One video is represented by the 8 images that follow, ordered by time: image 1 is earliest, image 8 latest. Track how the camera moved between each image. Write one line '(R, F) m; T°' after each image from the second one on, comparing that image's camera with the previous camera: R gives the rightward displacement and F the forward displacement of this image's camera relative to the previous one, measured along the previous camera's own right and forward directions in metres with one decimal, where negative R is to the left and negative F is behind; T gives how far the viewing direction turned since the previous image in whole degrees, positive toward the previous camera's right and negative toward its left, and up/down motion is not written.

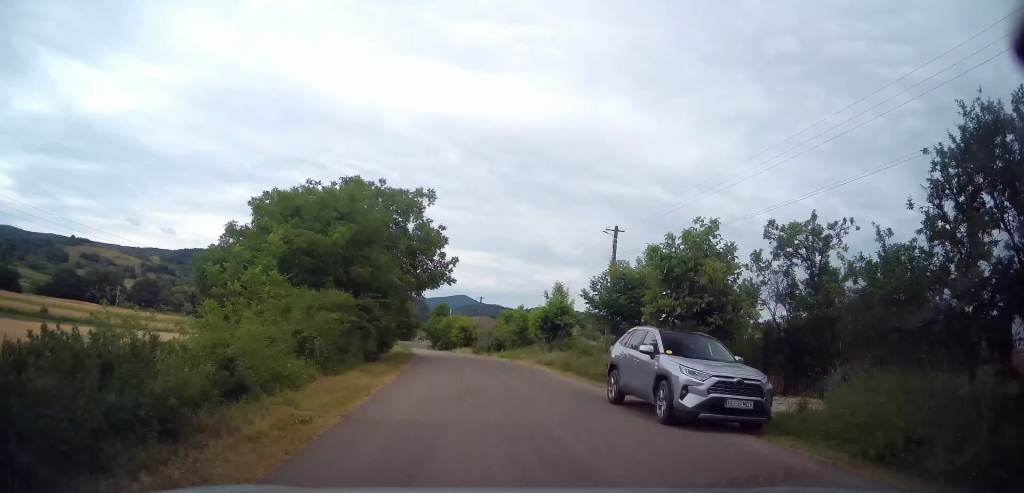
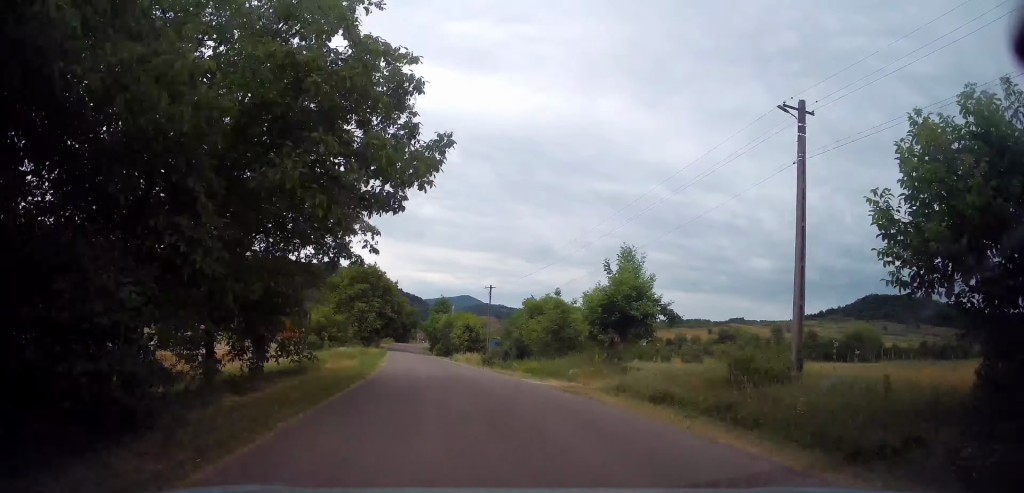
(+0.5, +17.8) m; 0°
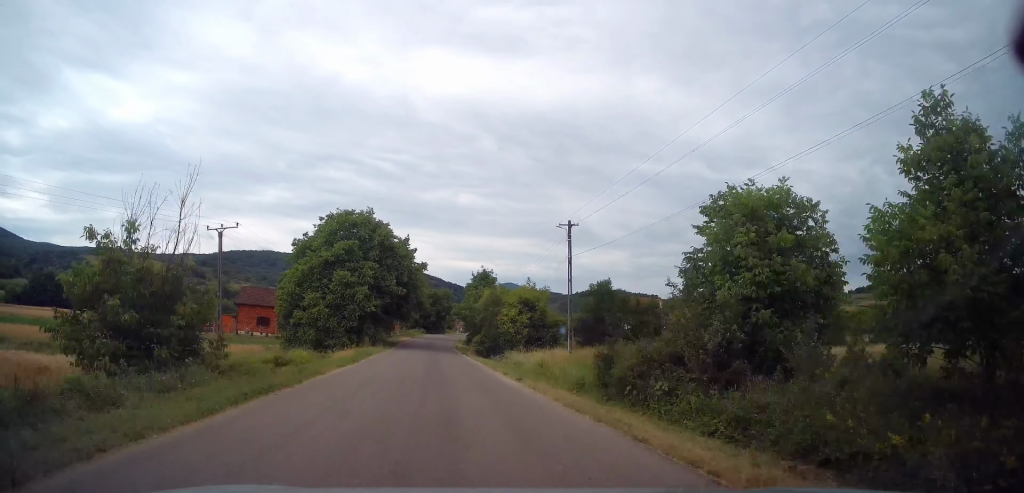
(-1.5, +27.1) m; -6°
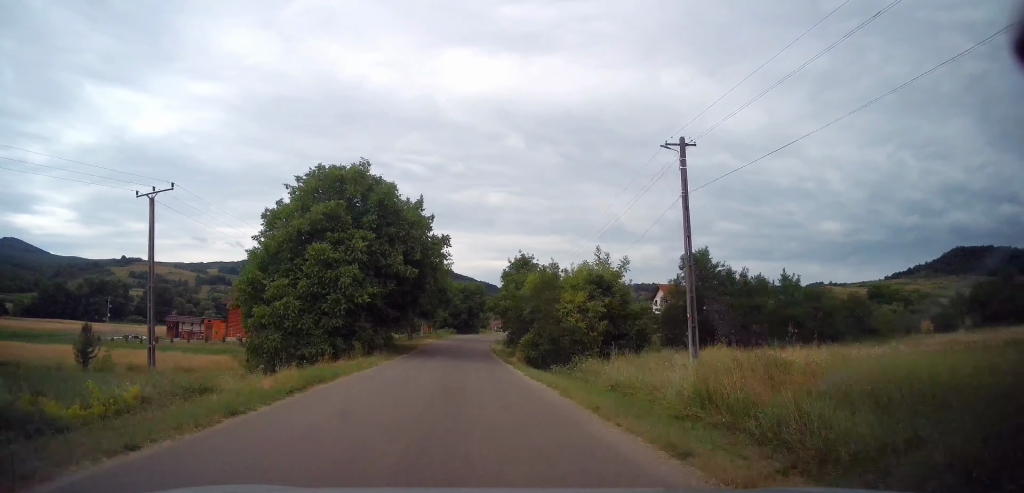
(-0.1, +12.7) m; -2°
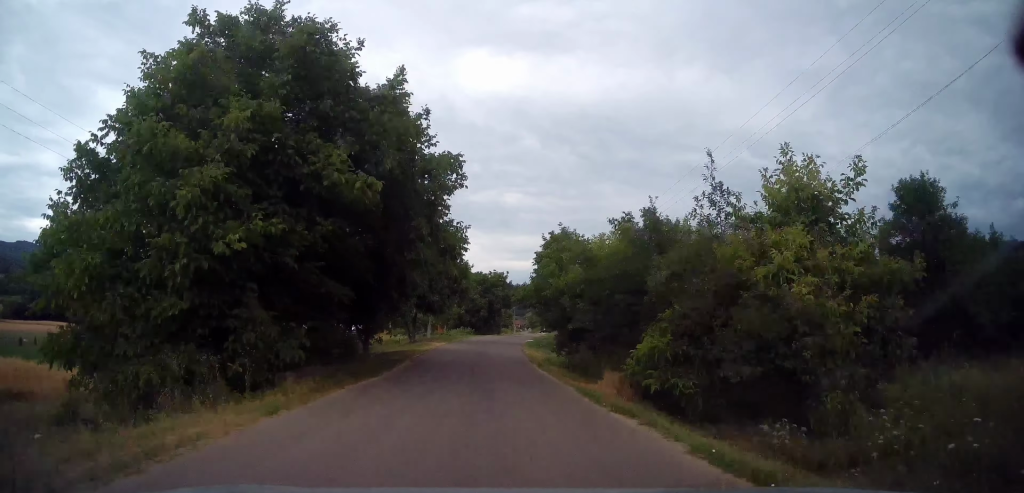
(-0.5, +14.4) m; -3°
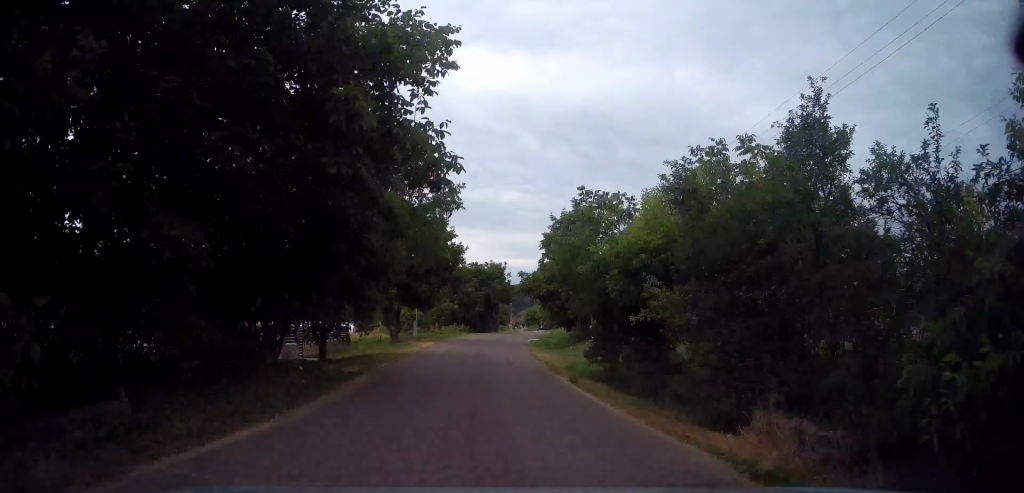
(-0.1, +6.5) m; 0°
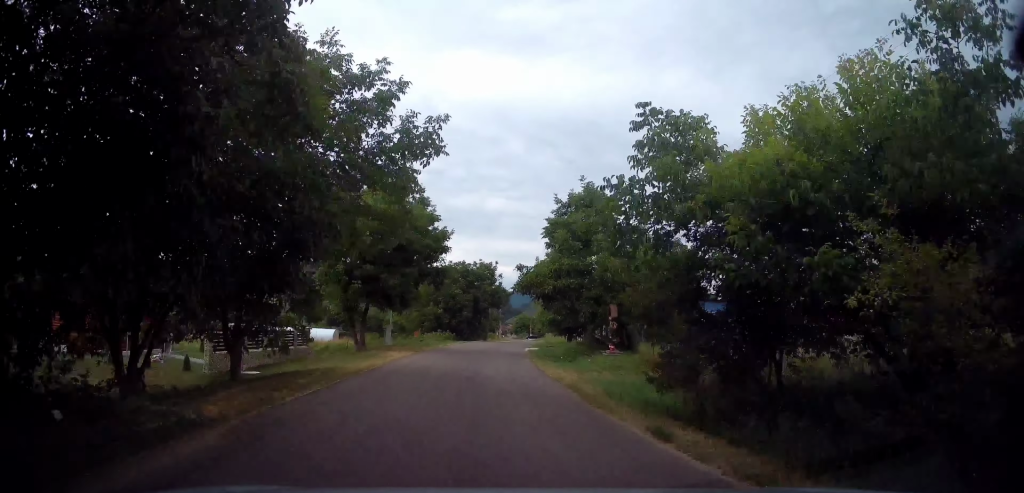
(-0.1, +6.1) m; +1°
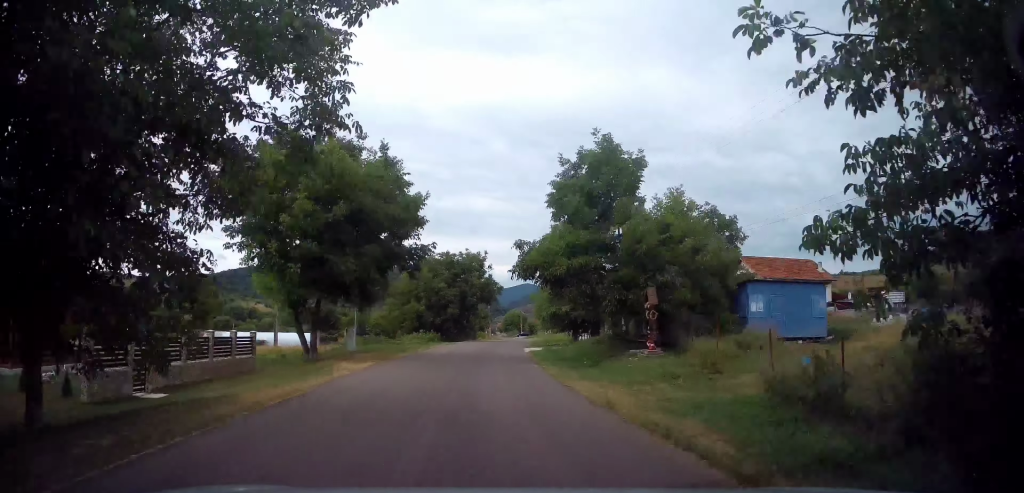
(+0.2, +5.4) m; +2°
